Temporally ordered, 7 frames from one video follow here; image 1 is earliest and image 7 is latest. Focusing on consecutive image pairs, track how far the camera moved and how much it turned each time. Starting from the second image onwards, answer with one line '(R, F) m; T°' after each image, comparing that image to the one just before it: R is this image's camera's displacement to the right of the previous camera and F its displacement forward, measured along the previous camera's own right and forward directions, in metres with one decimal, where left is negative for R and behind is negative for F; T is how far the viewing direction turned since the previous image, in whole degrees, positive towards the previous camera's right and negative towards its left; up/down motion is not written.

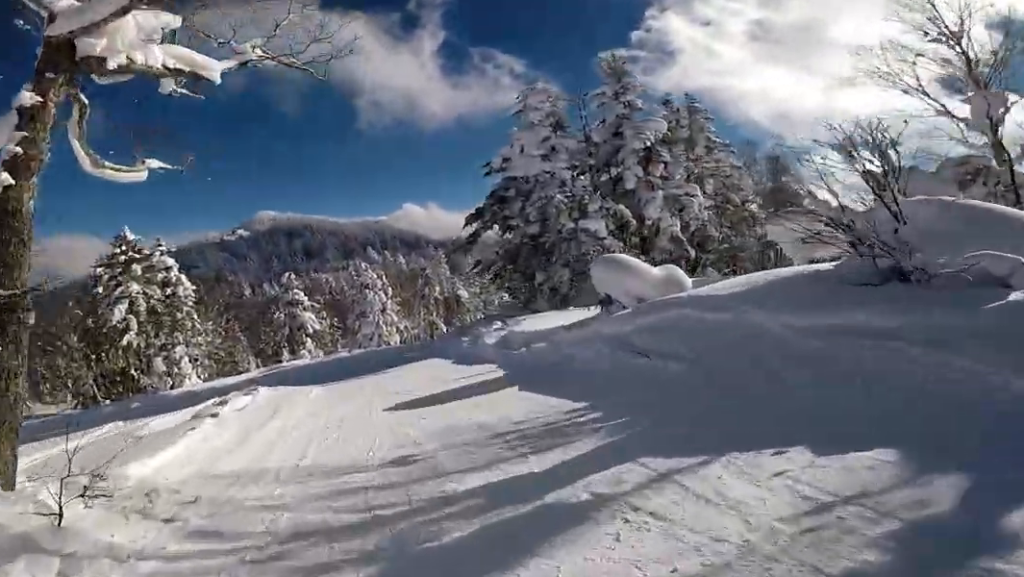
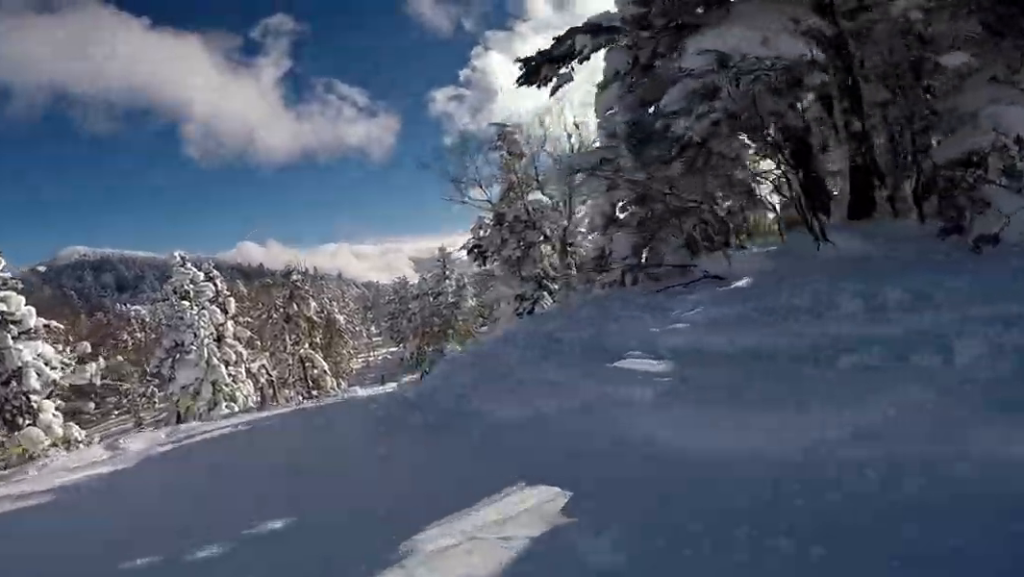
(+2.9, +21.0) m; +13°
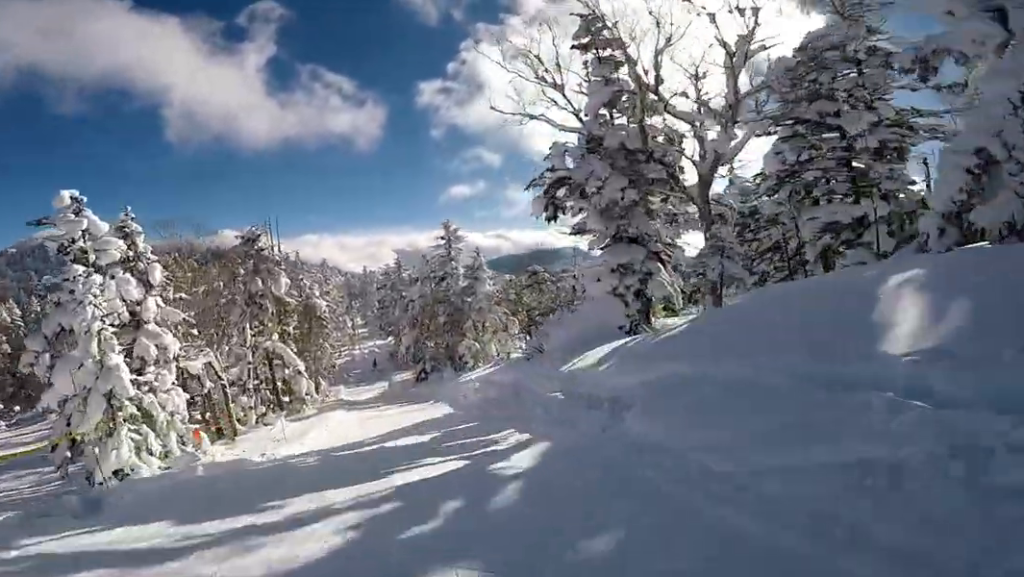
(+0.3, +10.9) m; 0°
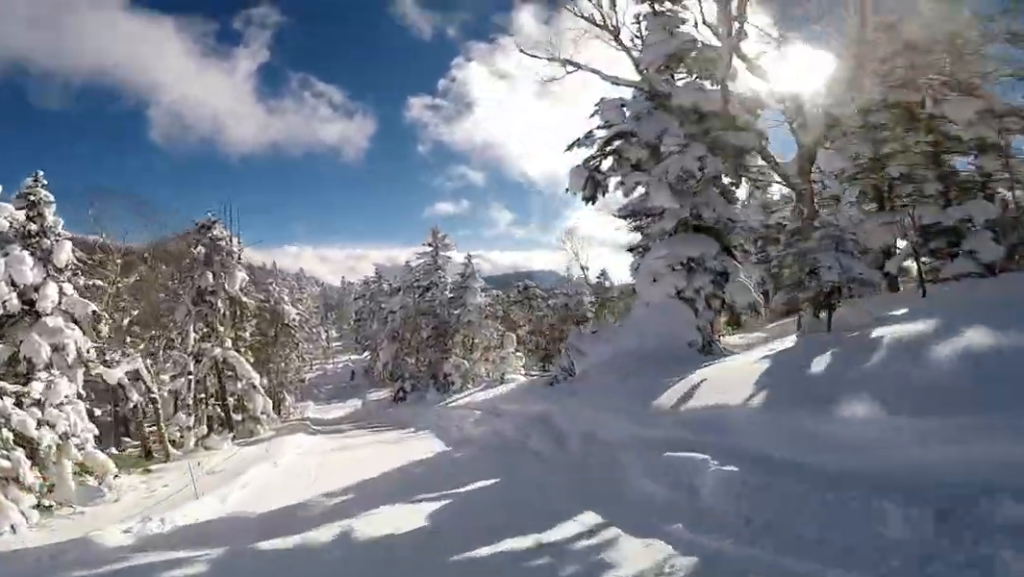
(+0.1, +5.1) m; -1°
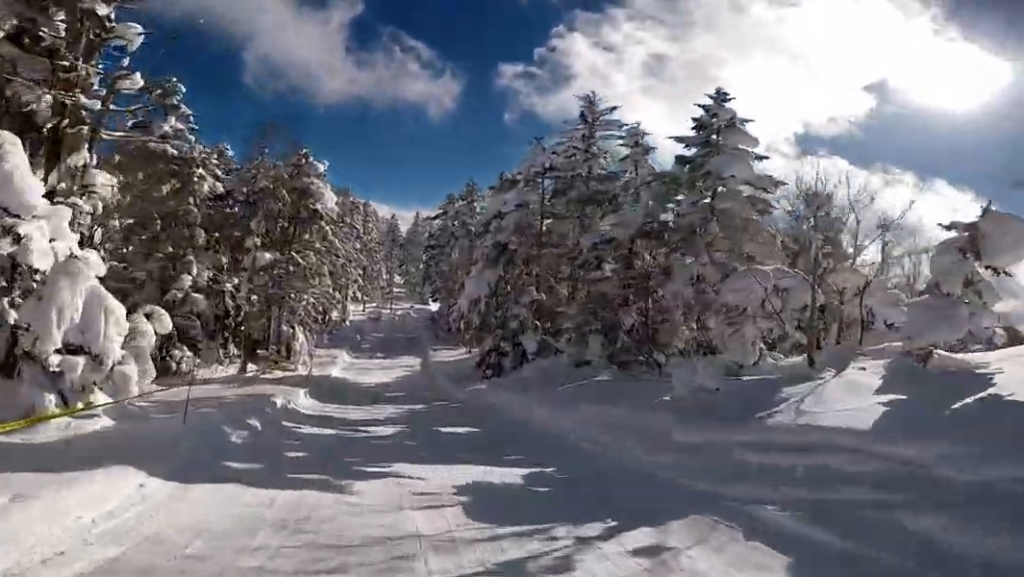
(-0.7, +20.8) m; +2°
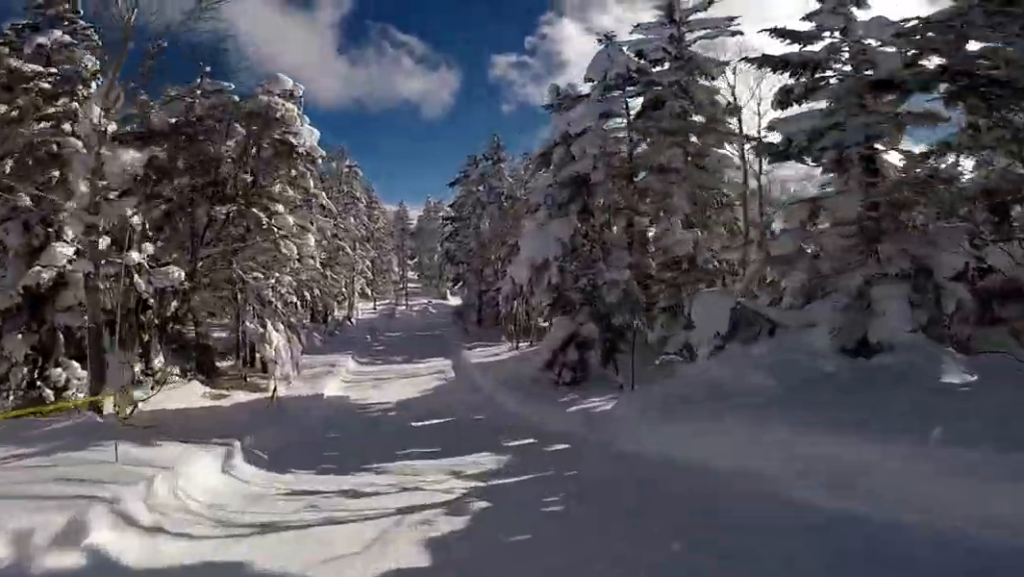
(+0.3, +8.7) m; +3°
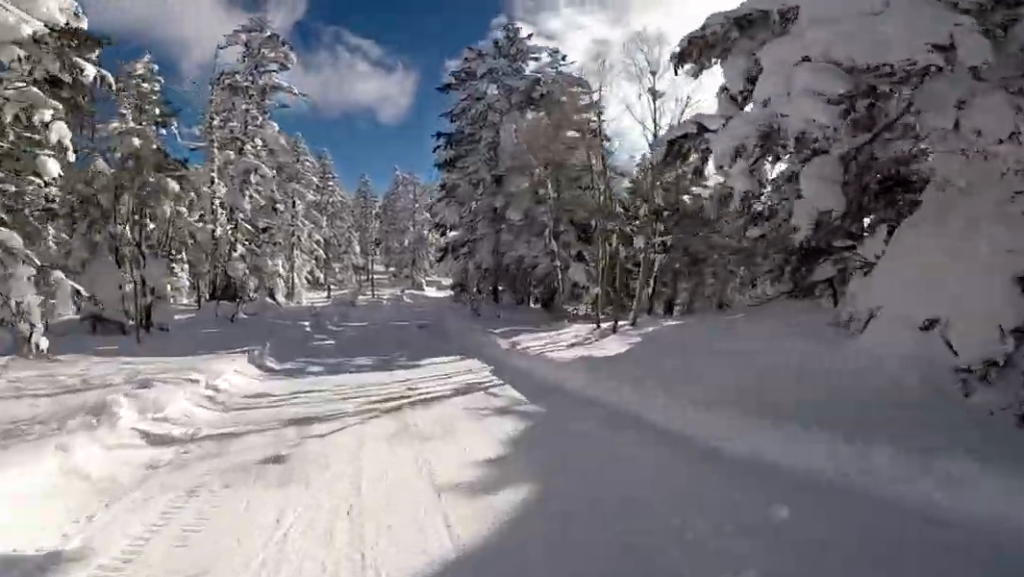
(+0.4, +13.4) m; +2°
